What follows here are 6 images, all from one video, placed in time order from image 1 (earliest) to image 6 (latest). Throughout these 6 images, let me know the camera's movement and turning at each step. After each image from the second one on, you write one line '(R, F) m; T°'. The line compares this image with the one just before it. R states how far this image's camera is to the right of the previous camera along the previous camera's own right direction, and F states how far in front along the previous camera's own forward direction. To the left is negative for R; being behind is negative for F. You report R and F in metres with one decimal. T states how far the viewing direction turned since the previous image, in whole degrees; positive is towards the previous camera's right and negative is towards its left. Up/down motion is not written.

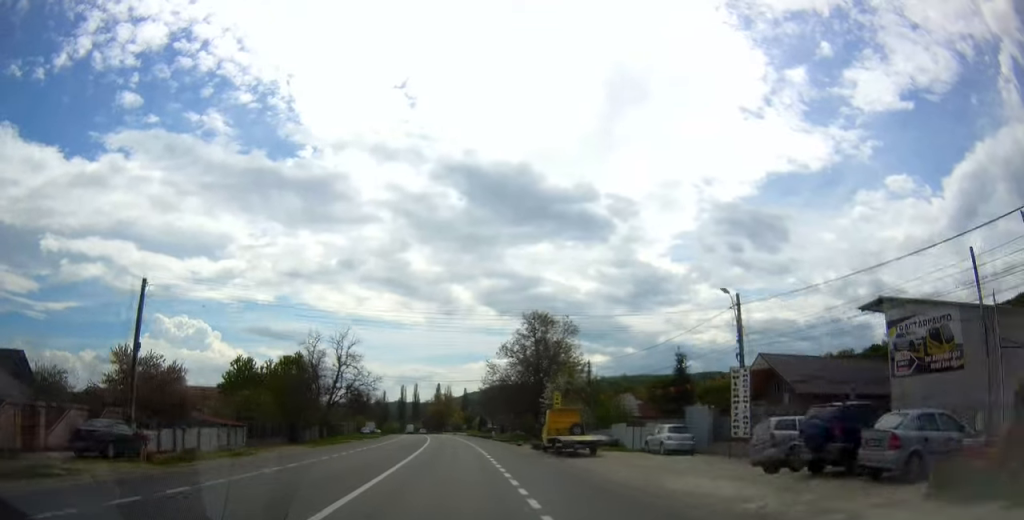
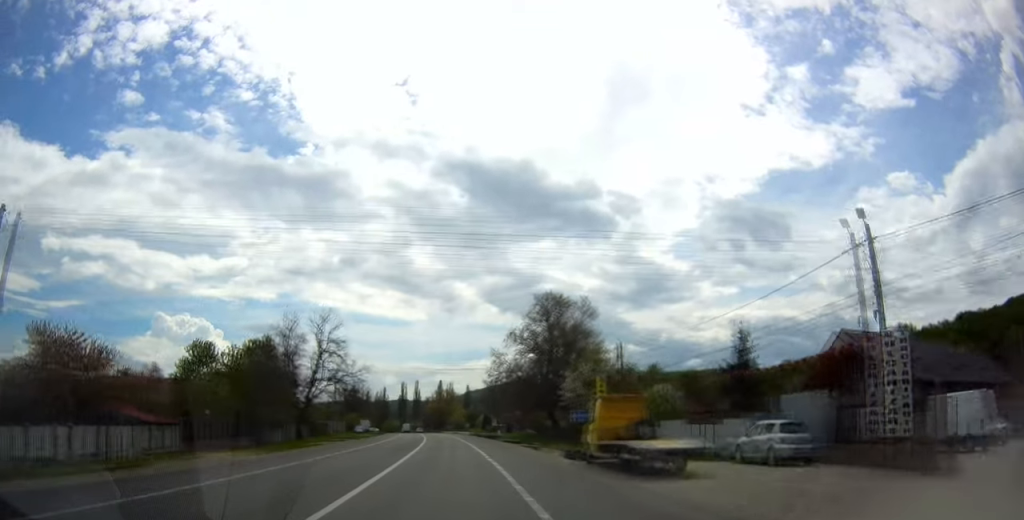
(0.0, +10.6) m; 0°
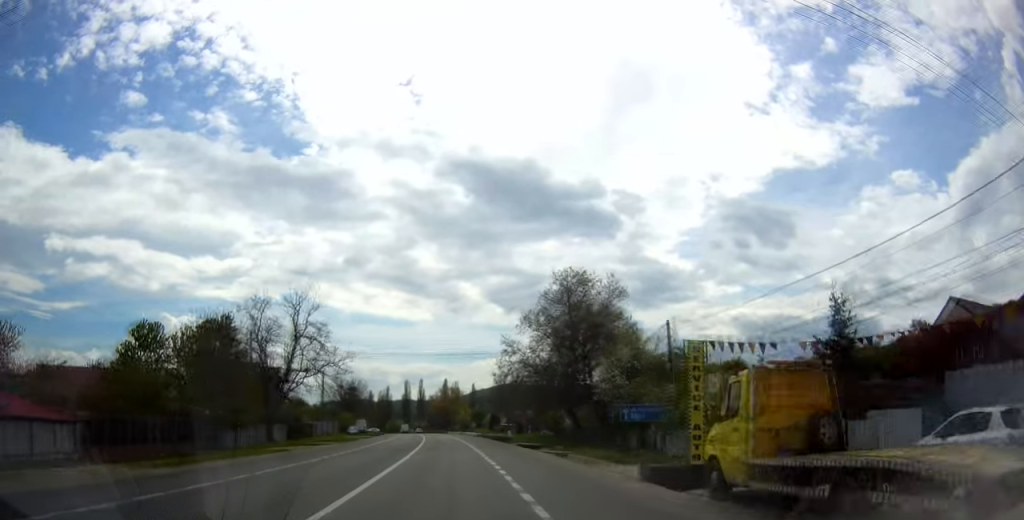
(-0.3, +10.6) m; 0°
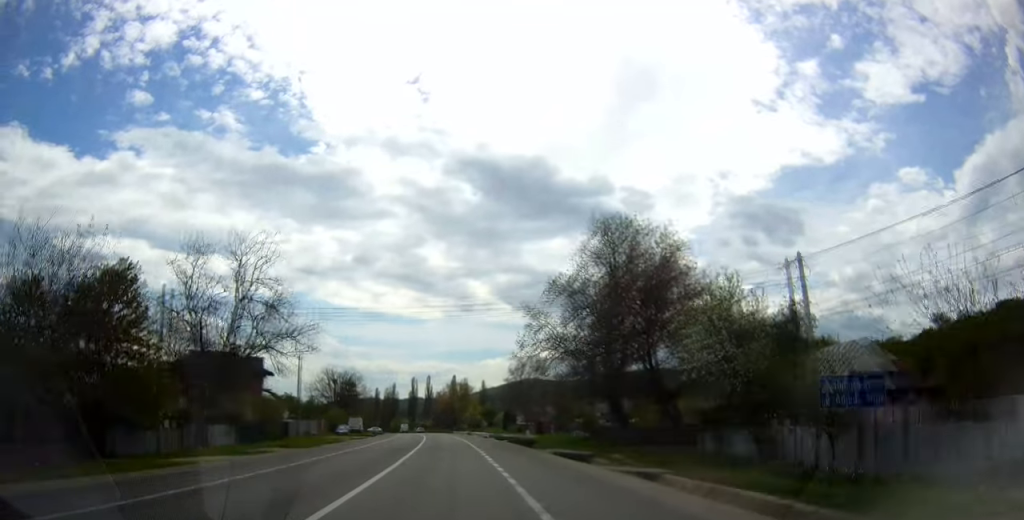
(-0.1, +14.4) m; 0°
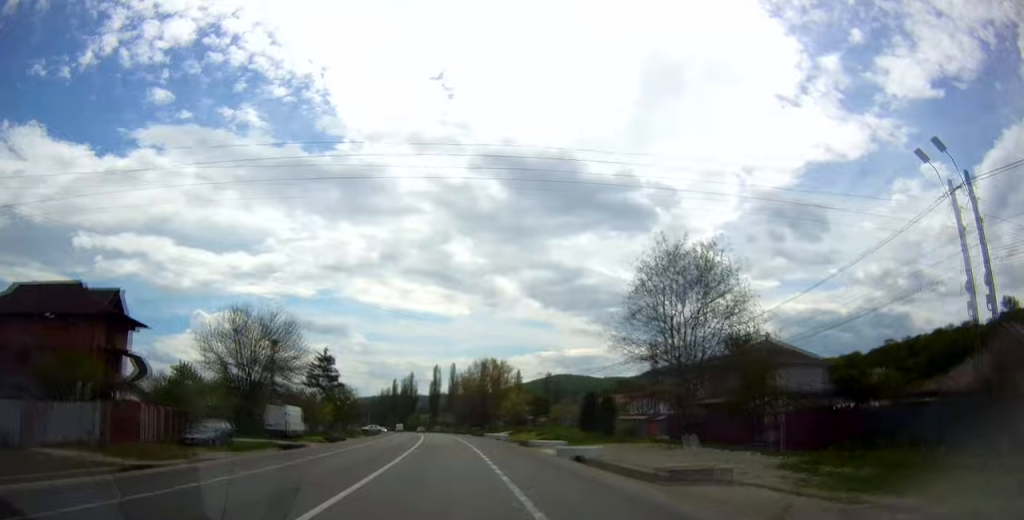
(-0.9, +49.0) m; -2°
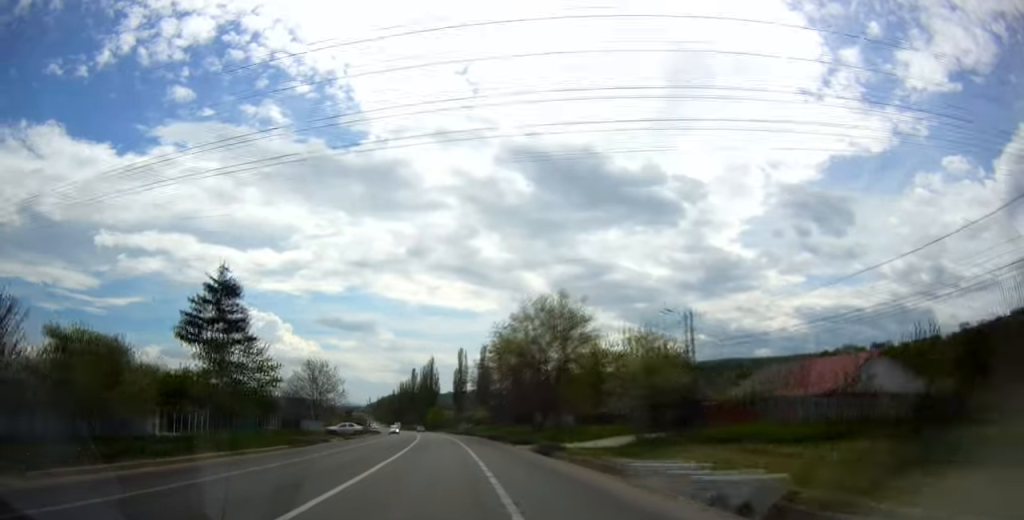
(-1.1, +48.5) m; -3°
